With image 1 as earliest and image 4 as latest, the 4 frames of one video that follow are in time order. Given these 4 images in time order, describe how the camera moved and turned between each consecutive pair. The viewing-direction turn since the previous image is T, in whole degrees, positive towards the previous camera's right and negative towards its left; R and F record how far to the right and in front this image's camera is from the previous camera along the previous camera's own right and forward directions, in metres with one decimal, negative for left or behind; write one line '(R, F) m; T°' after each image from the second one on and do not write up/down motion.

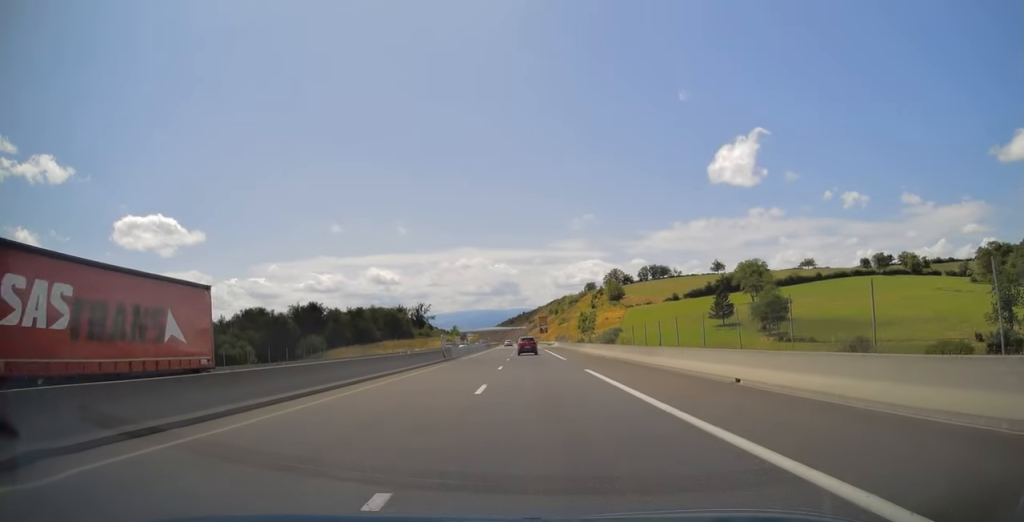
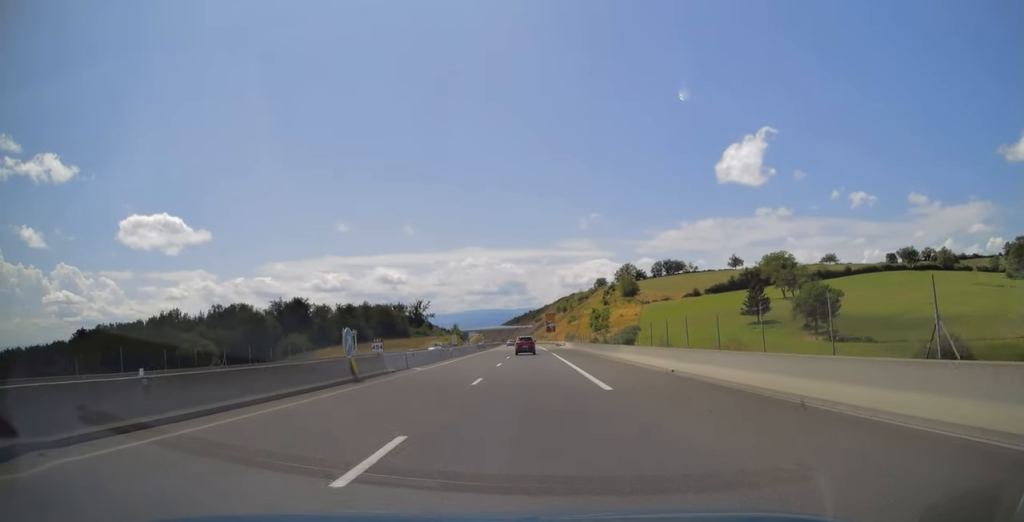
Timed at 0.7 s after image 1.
(0.0, +22.9) m; 0°
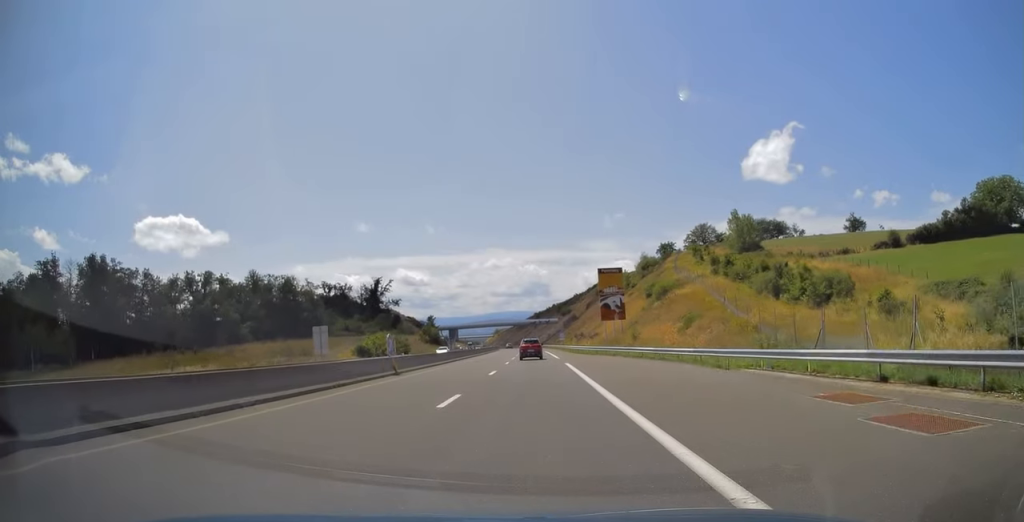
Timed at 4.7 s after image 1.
(-2.6, +123.6) m; -2°
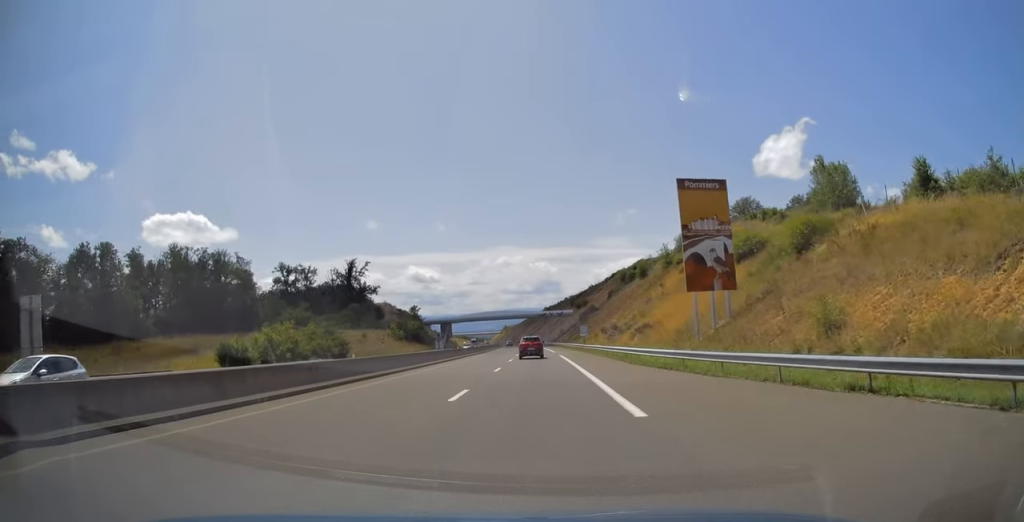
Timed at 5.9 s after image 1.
(-0.4, +38.4) m; -1°
